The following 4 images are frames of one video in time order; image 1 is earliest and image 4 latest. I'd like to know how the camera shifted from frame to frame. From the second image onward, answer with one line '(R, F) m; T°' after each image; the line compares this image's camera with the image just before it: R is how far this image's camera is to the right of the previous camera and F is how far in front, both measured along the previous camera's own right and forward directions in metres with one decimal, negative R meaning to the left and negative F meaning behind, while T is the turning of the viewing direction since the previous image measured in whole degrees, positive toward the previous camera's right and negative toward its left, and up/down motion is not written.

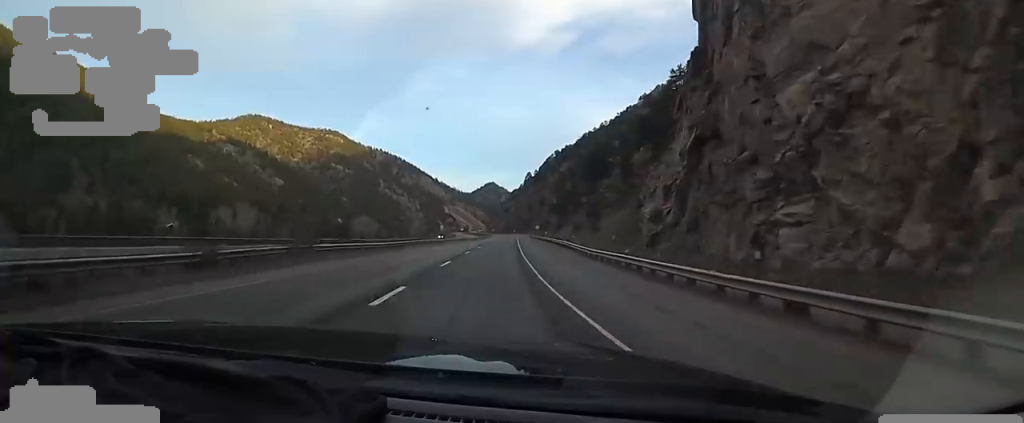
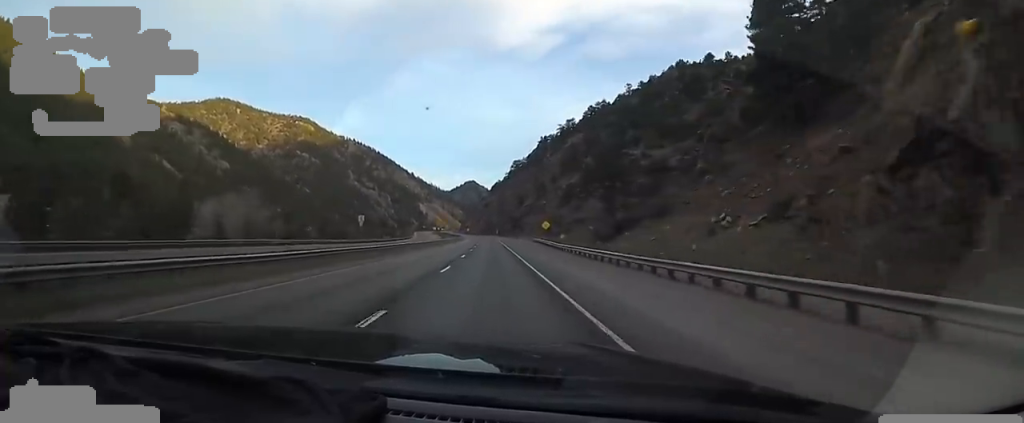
(+1.9, +85.7) m; +3°
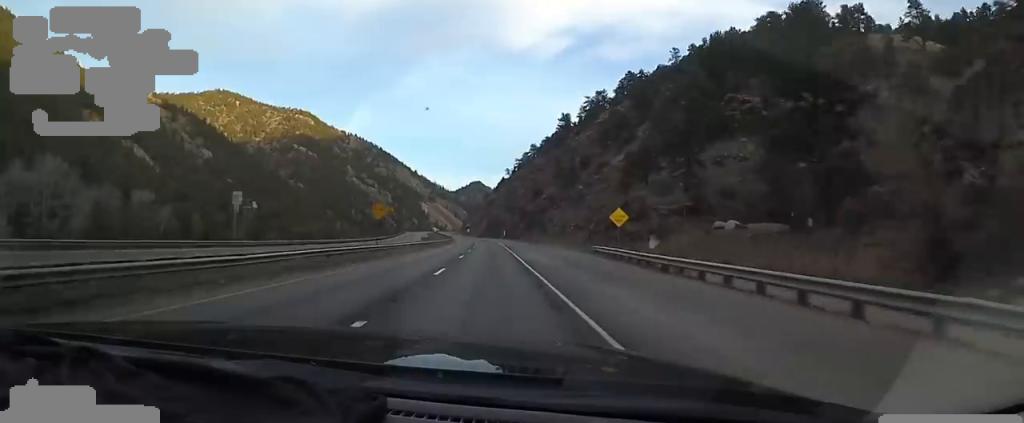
(-0.4, +49.5) m; 0°
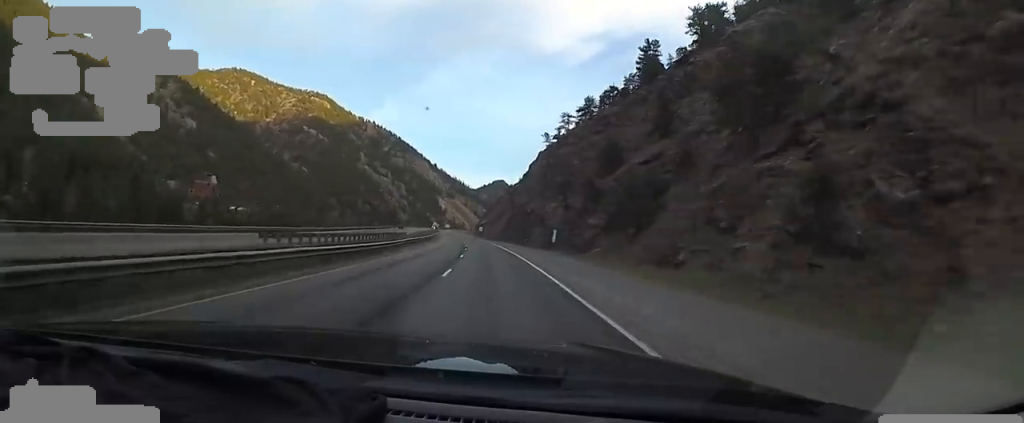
(-2.3, +75.6) m; -3°
